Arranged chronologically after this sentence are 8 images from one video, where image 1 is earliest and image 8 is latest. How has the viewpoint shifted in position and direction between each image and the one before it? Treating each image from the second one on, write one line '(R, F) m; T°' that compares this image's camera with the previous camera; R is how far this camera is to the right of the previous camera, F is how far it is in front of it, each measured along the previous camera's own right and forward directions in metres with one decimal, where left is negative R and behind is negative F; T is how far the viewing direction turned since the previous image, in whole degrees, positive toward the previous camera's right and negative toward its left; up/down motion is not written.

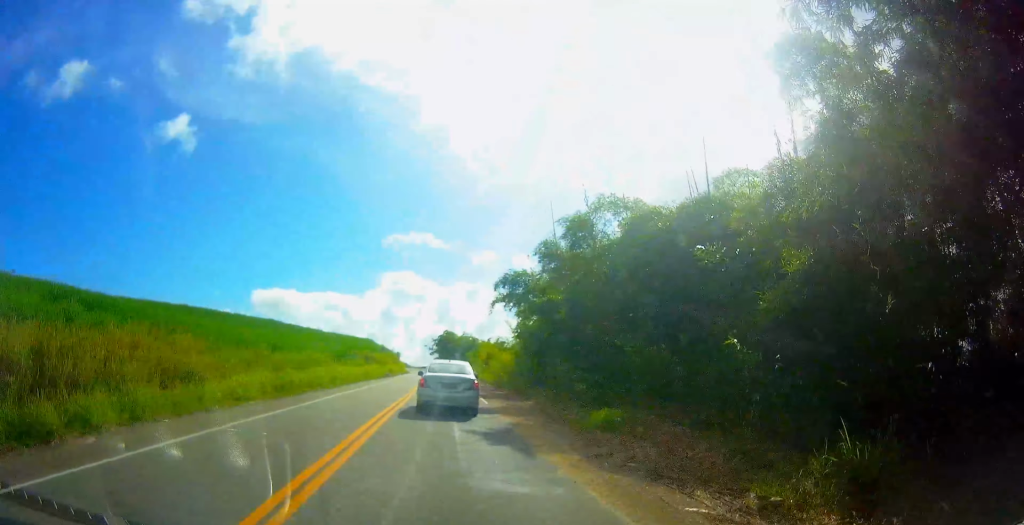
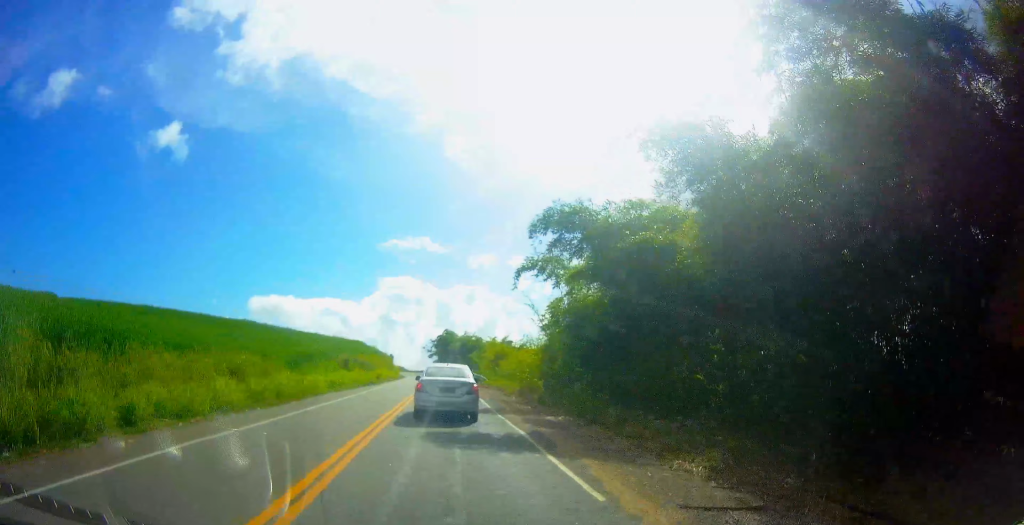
(-0.3, +16.5) m; 0°
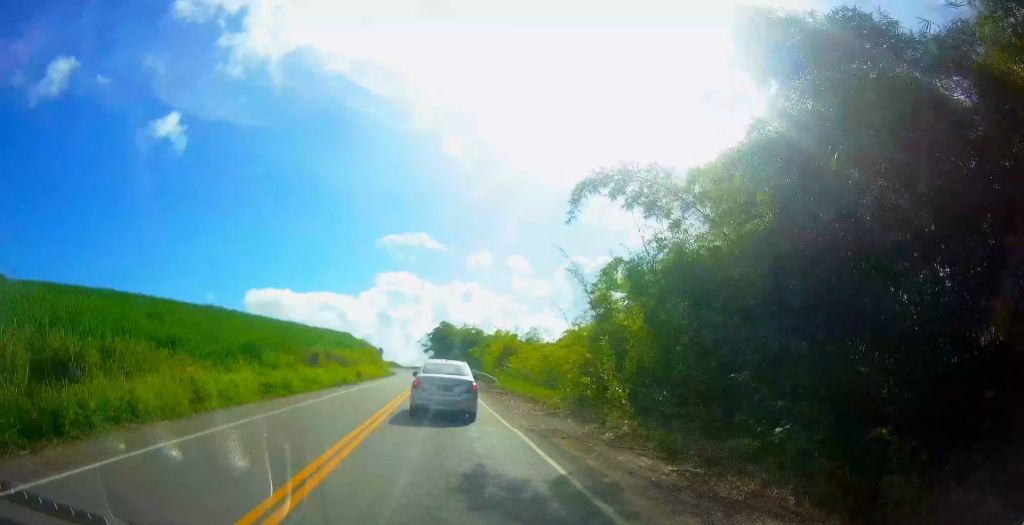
(+0.2, +14.1) m; 0°
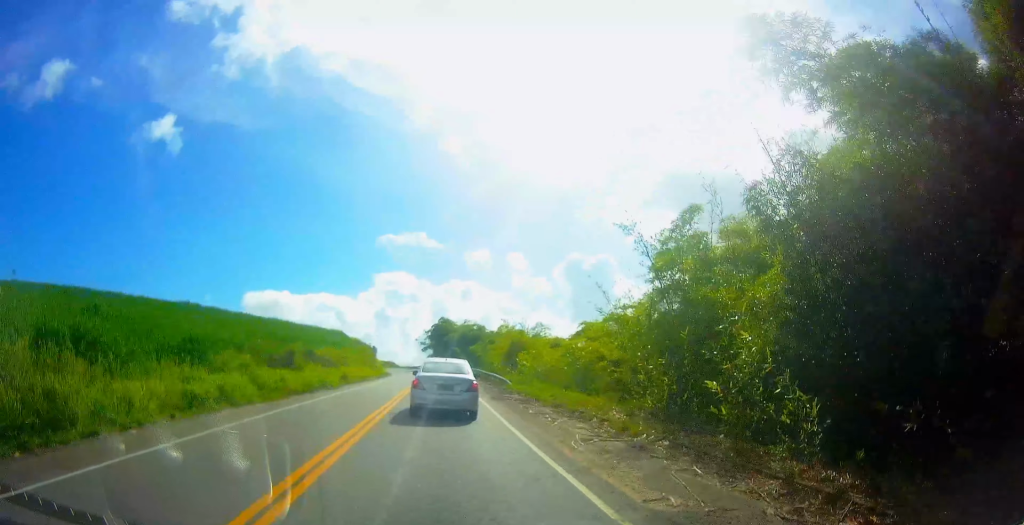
(+0.3, +8.6) m; 0°
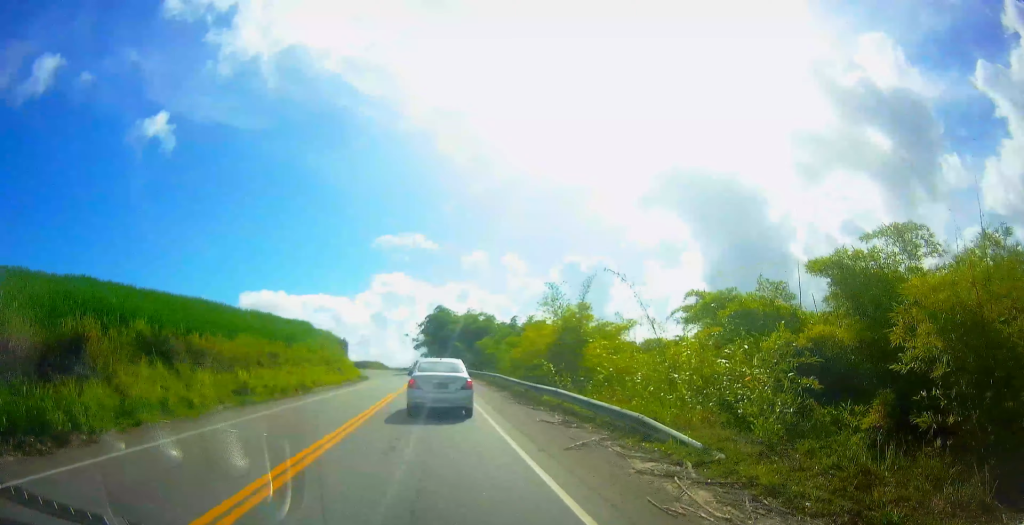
(-0.6, +26.9) m; -2°
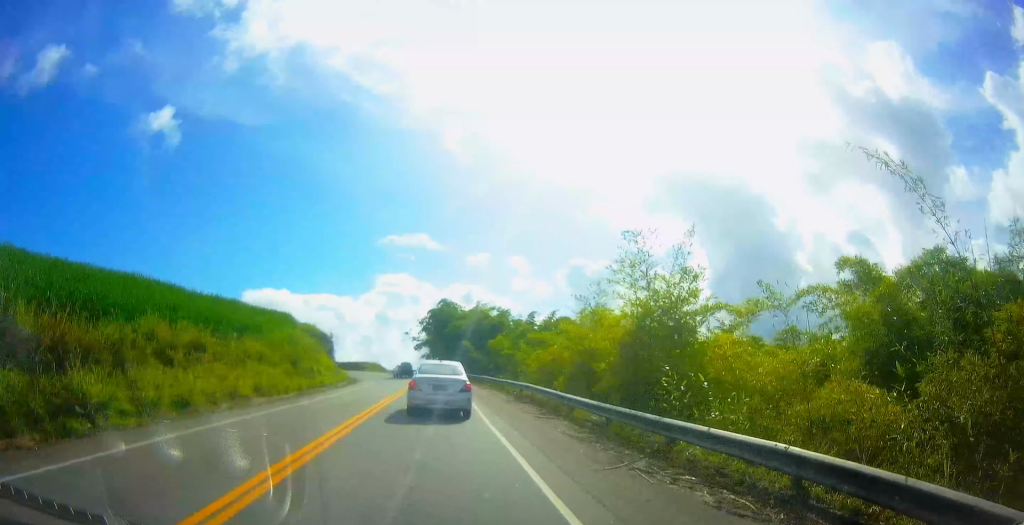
(0.0, +13.5) m; -1°
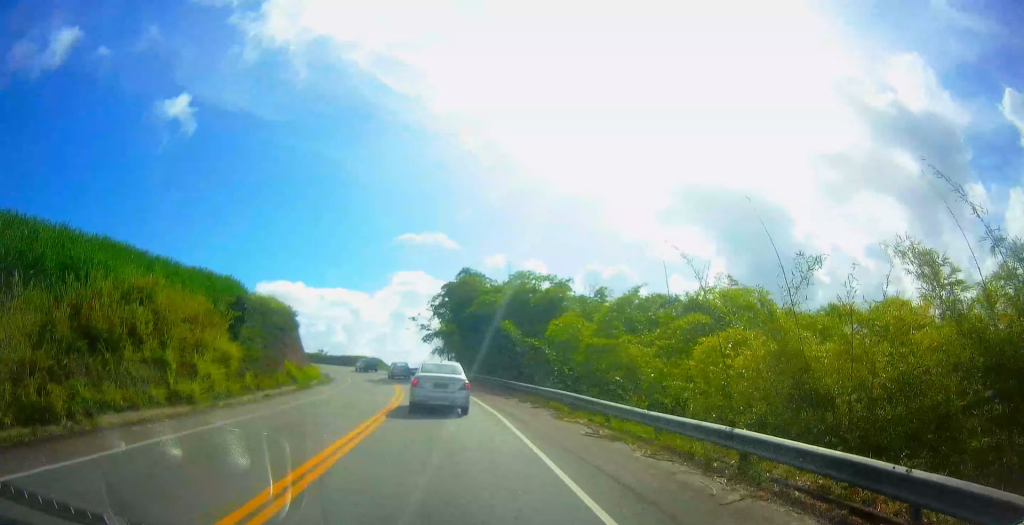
(-0.3, +26.0) m; 0°
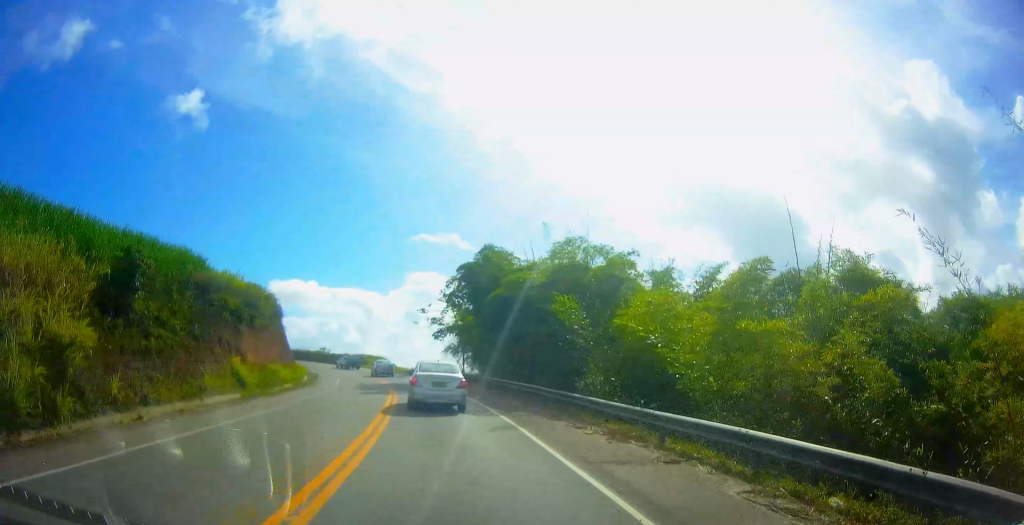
(+0.1, +11.9) m; 0°
